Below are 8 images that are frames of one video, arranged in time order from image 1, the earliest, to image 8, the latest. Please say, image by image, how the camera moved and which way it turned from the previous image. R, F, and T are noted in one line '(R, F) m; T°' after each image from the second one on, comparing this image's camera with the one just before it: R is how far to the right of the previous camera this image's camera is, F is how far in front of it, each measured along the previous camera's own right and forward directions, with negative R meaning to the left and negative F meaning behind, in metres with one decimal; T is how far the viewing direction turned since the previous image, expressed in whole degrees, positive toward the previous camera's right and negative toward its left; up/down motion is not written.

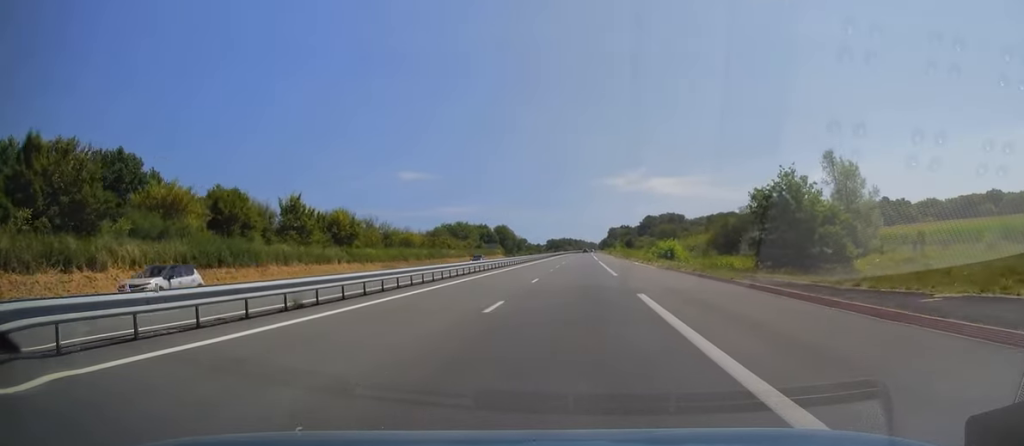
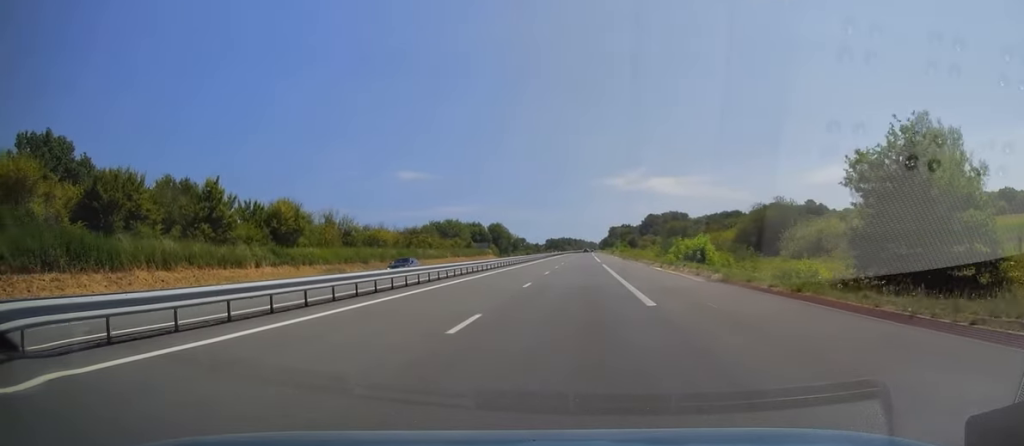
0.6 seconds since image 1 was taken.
(-0.1, +16.6) m; 0°
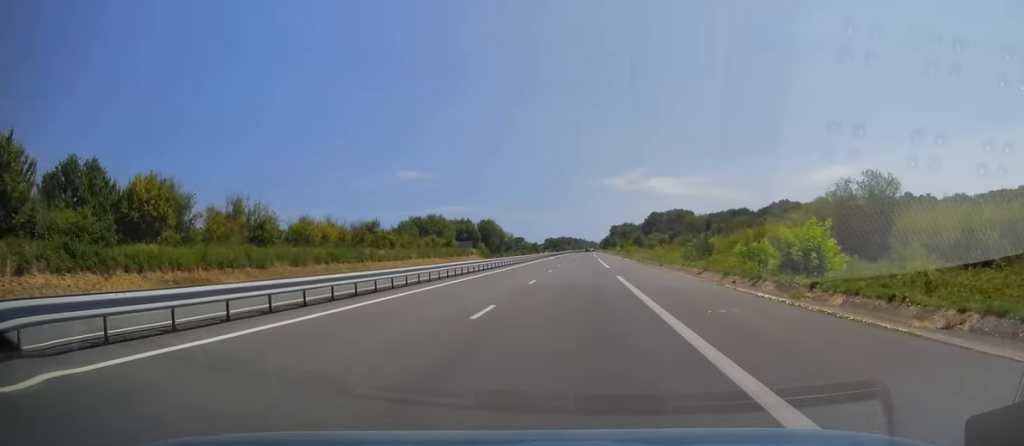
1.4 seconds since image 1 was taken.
(+0.3, +24.1) m; +1°
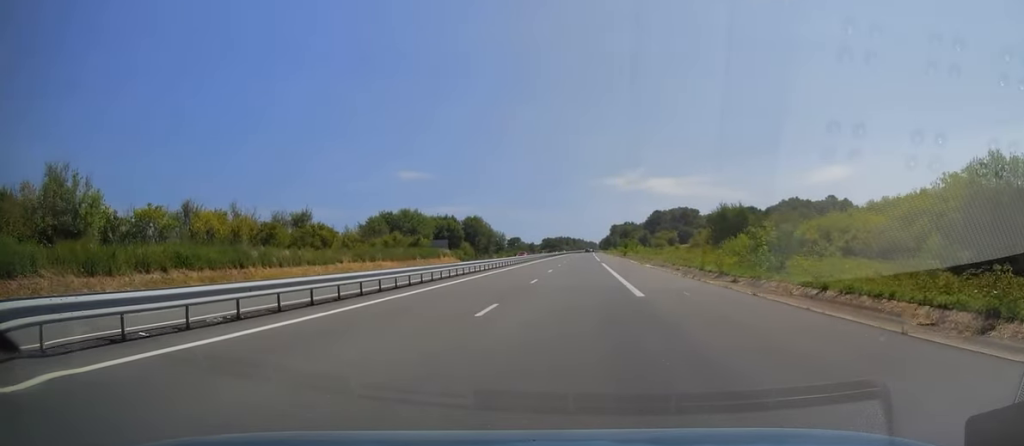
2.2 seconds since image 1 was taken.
(+0.1, +25.5) m; 0°
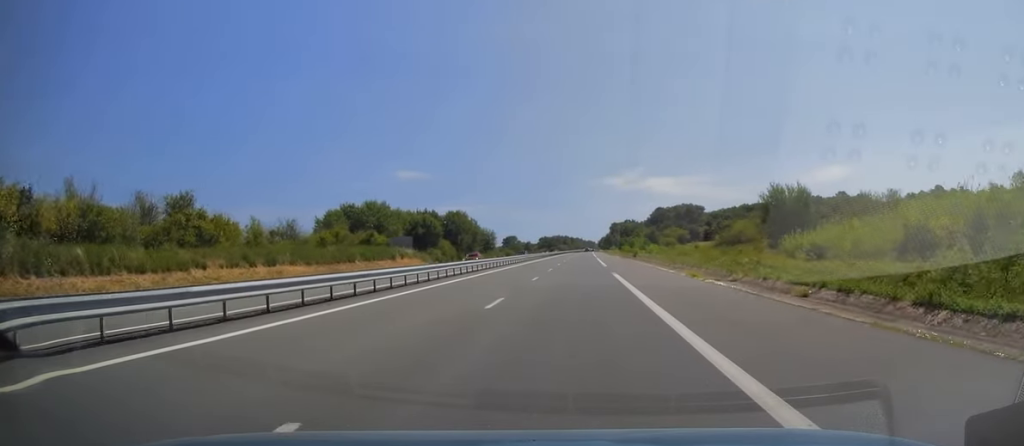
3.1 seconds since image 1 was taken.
(0.0, +24.5) m; 0°
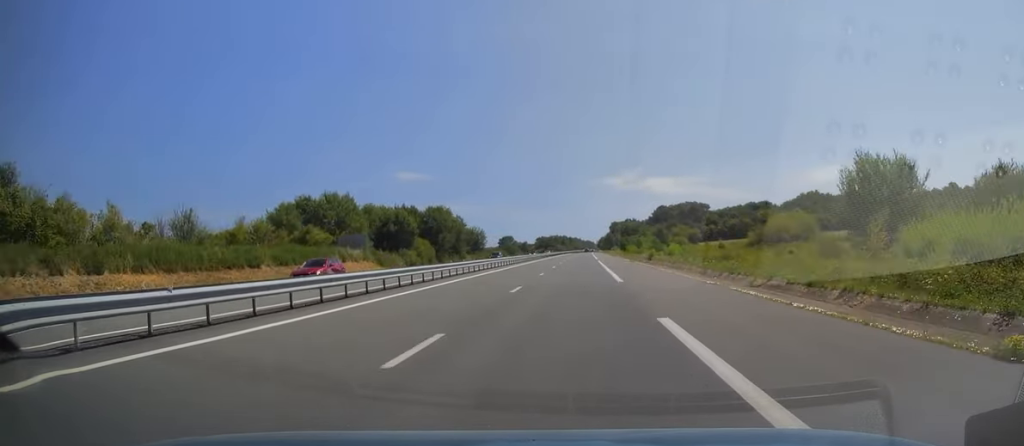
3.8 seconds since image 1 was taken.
(0.0, +20.5) m; 0°
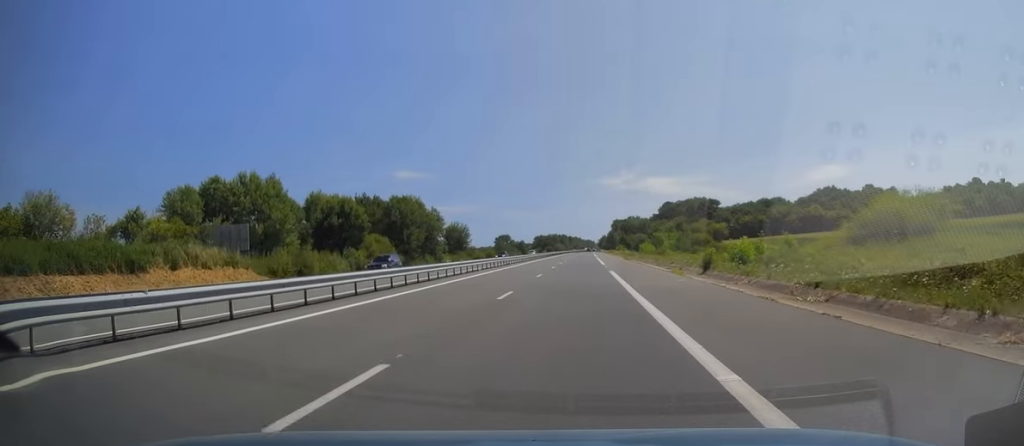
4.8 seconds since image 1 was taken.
(-0.1, +28.8) m; 0°
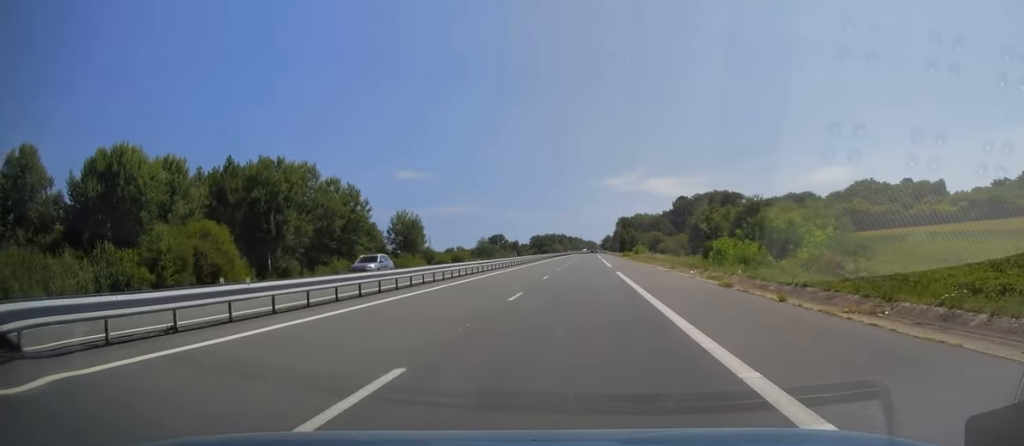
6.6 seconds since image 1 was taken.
(+0.1, +52.3) m; +1°
